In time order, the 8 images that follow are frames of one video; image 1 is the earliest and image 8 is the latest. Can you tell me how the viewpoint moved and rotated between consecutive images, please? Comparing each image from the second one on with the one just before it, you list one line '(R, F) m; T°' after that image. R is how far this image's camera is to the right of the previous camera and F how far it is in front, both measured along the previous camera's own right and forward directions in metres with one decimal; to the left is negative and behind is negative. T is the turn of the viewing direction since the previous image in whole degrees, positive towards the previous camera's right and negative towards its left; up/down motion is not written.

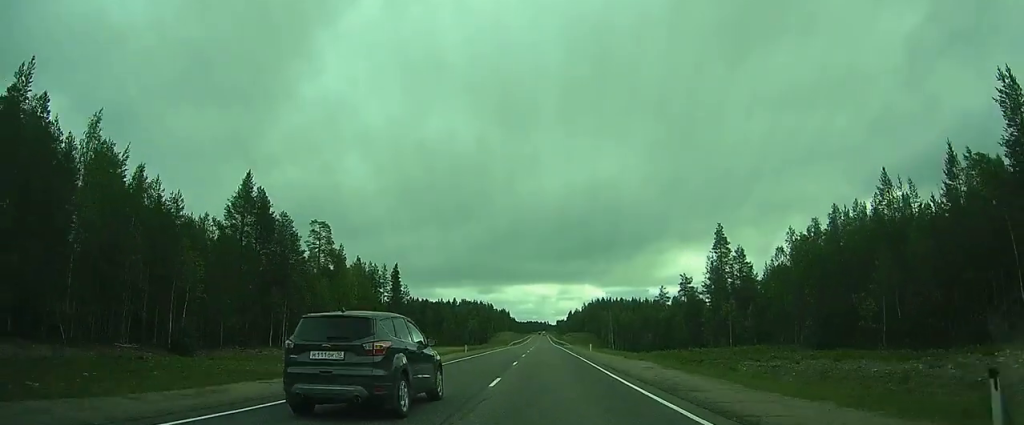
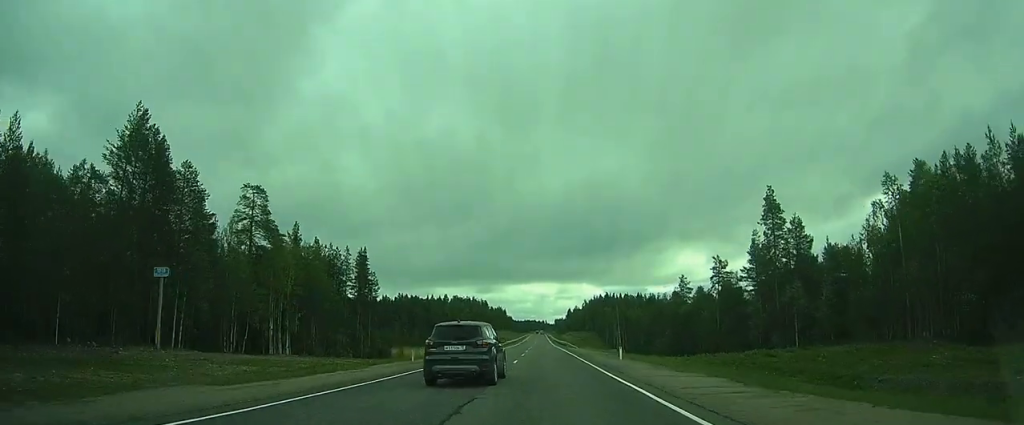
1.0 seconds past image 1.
(0.0, +18.1) m; 0°
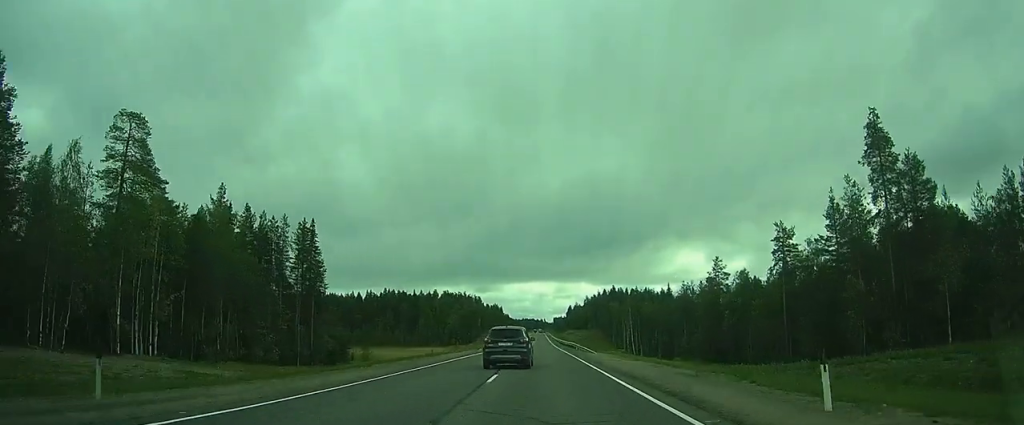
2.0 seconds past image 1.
(+0.1, +20.4) m; 0°
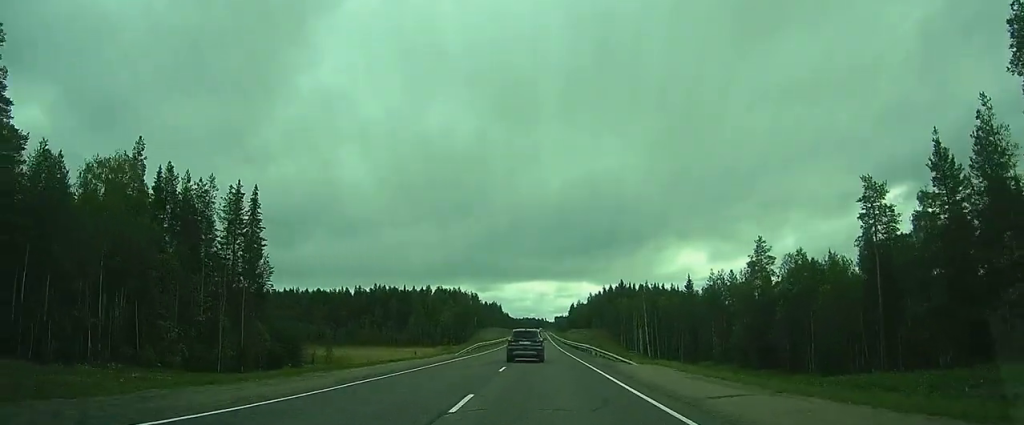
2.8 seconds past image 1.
(0.0, +17.2) m; 0°
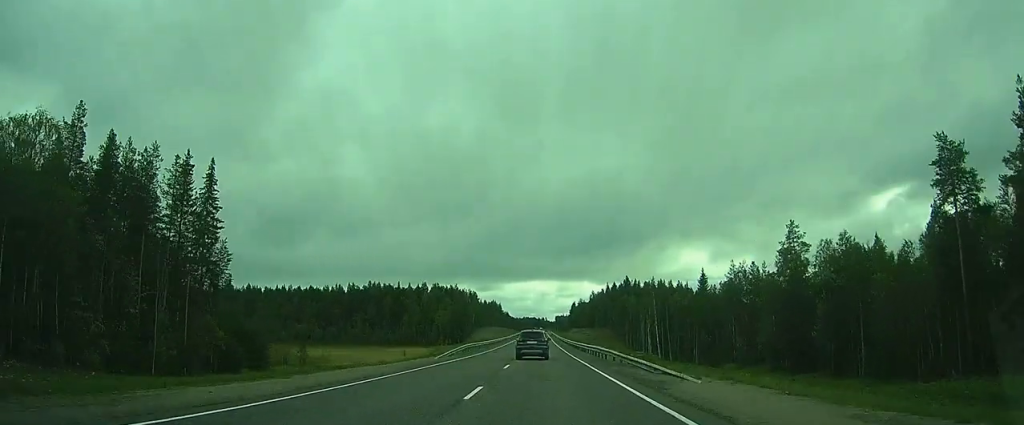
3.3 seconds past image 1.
(0.0, +9.2) m; 0°
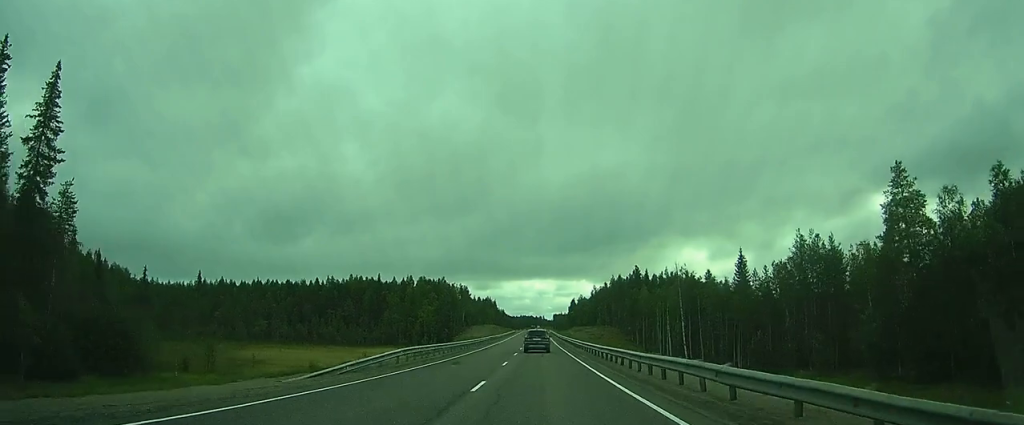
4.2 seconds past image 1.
(0.0, +19.5) m; 0°
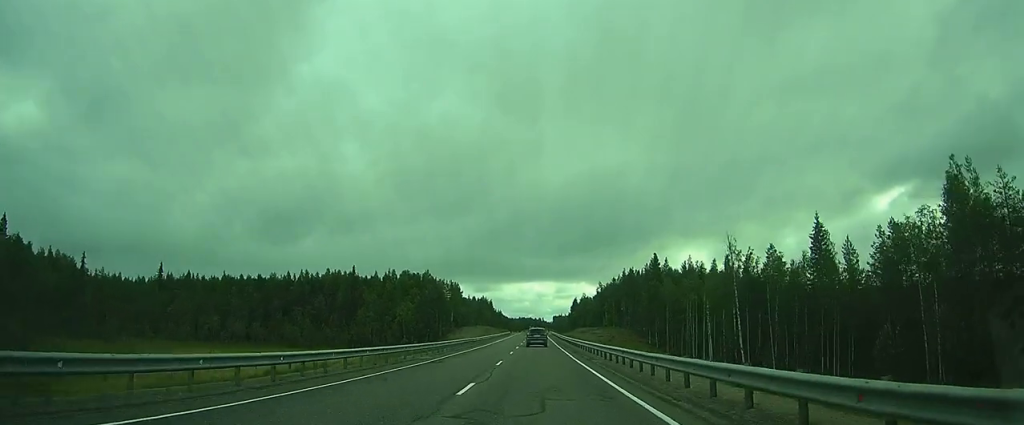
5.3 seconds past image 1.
(0.0, +22.4) m; 0°
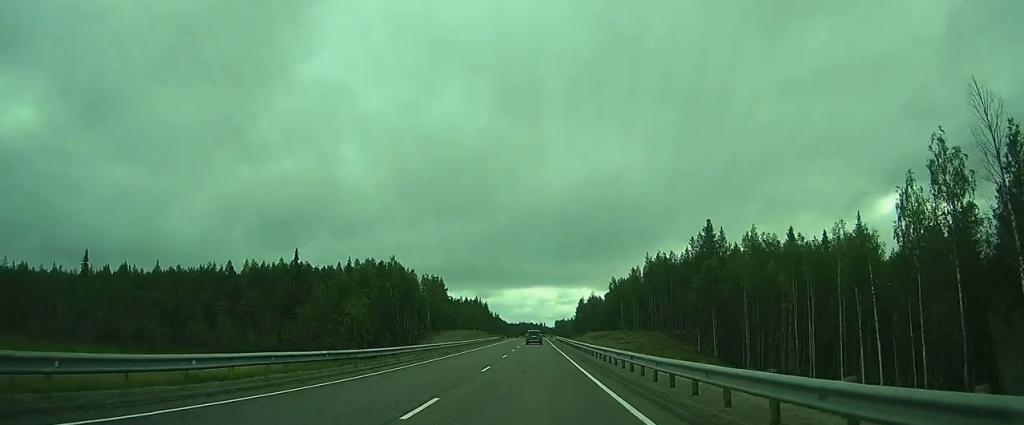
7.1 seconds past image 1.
(0.0, +39.3) m; 0°
